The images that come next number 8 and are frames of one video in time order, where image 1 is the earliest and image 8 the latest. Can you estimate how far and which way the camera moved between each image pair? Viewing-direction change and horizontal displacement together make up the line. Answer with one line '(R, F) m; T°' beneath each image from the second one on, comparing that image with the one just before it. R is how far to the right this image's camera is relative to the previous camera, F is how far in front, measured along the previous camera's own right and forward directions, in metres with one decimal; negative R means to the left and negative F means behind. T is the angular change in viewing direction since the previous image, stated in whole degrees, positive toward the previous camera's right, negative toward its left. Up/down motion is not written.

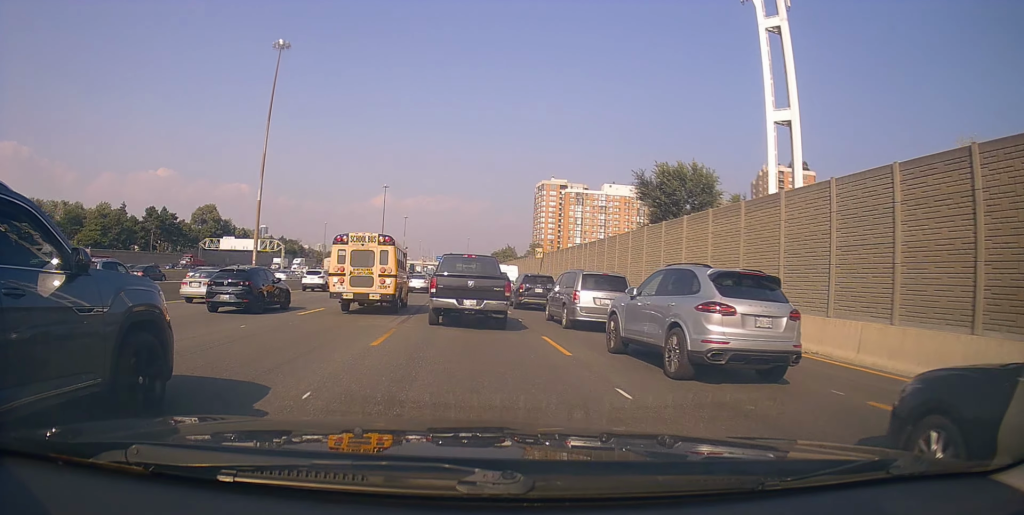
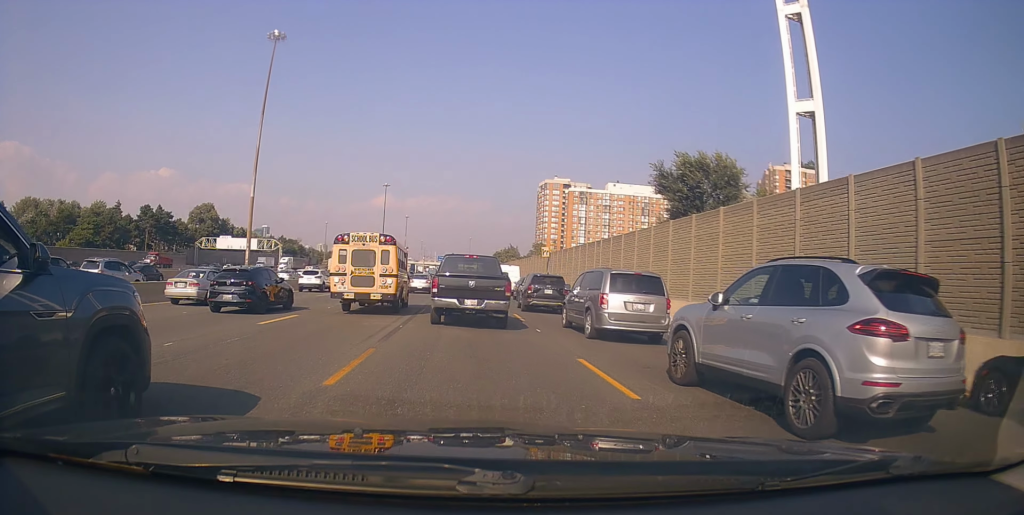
(0.0, +3.5) m; +1°
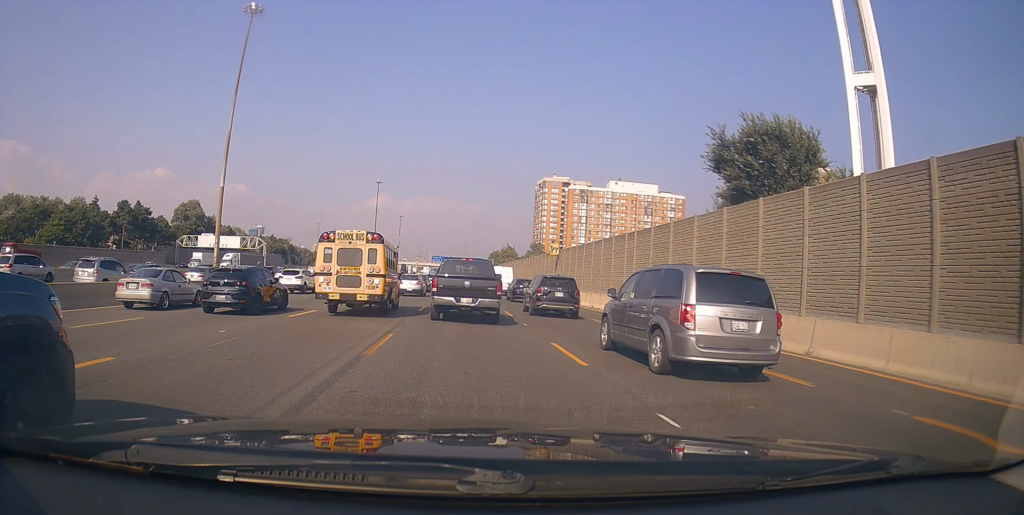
(-0.1, +9.5) m; 0°
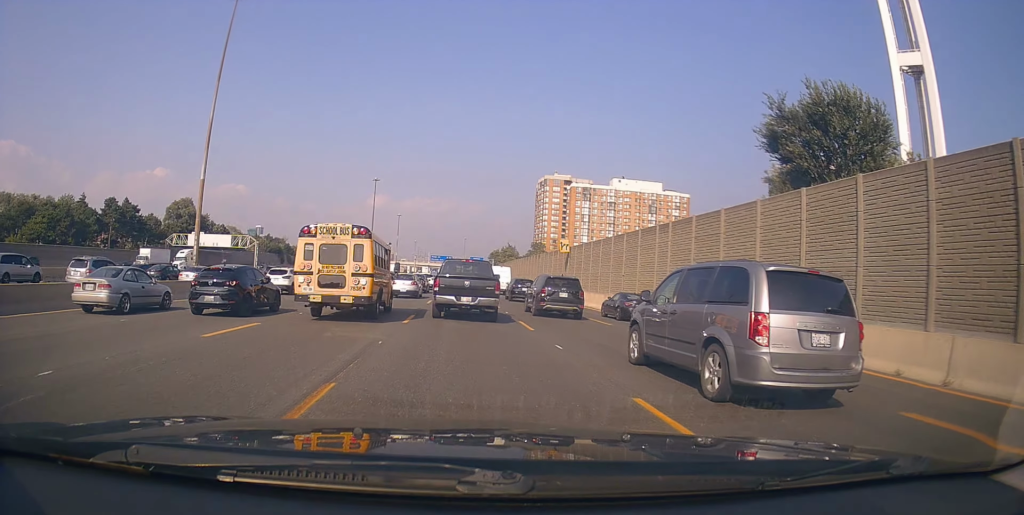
(-0.1, +5.4) m; +1°
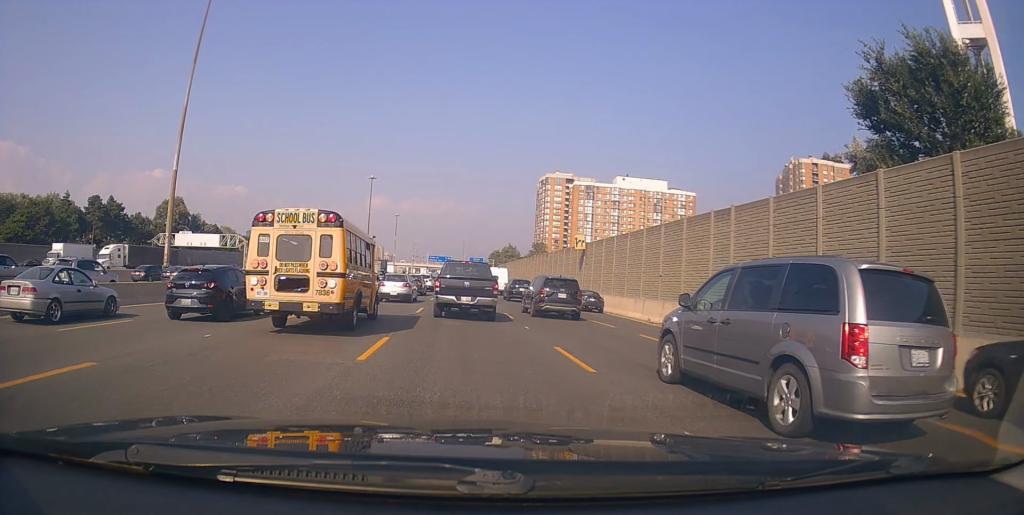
(+0.4, +6.6) m; 0°
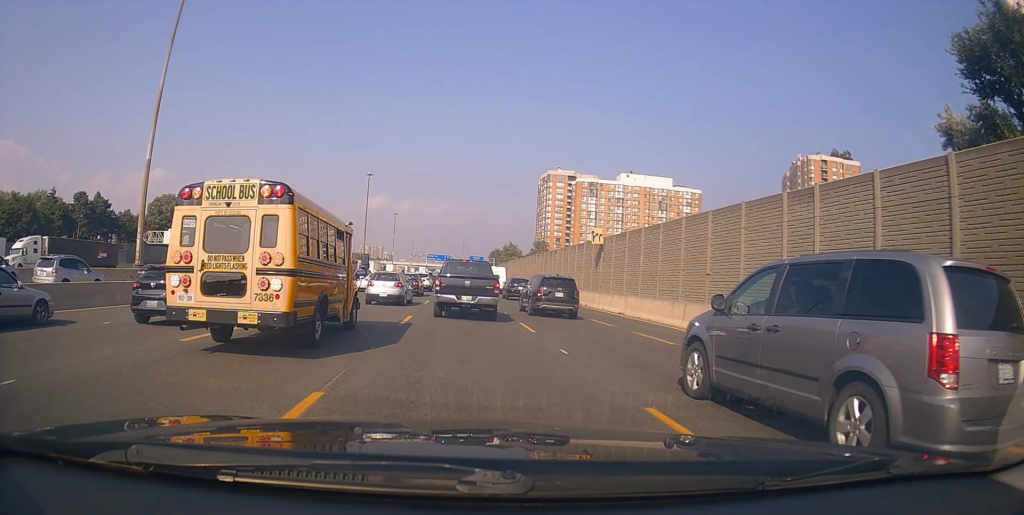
(-0.3, +5.5) m; -2°
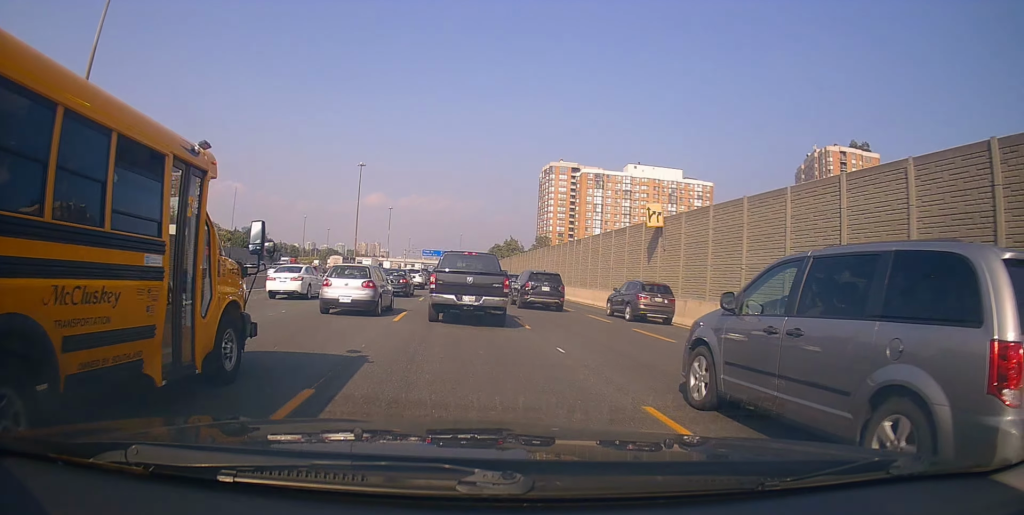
(-0.2, +12.4) m; 0°
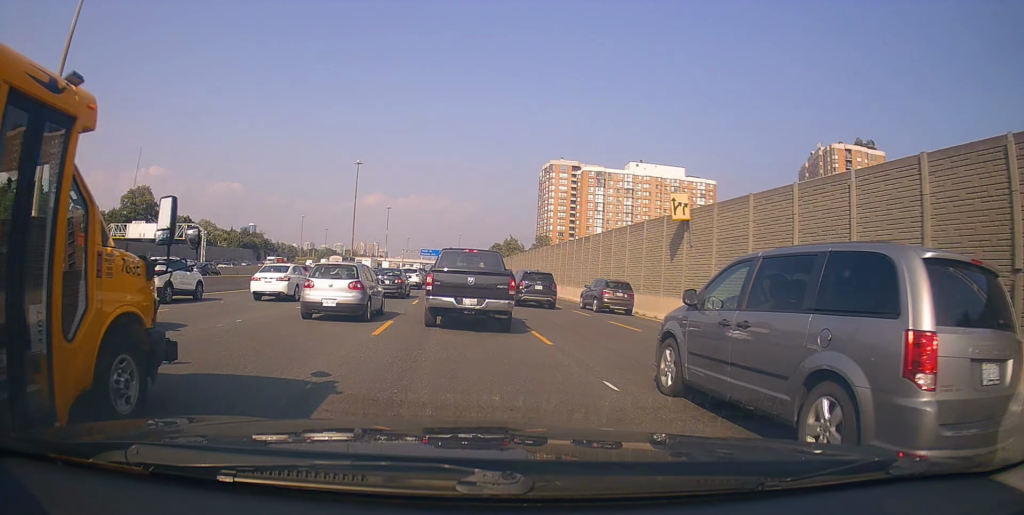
(0.0, +3.9) m; +2°
